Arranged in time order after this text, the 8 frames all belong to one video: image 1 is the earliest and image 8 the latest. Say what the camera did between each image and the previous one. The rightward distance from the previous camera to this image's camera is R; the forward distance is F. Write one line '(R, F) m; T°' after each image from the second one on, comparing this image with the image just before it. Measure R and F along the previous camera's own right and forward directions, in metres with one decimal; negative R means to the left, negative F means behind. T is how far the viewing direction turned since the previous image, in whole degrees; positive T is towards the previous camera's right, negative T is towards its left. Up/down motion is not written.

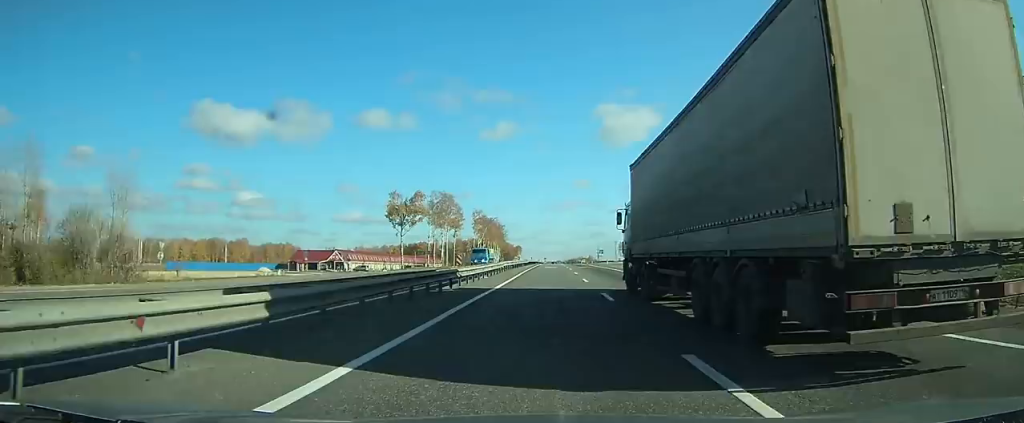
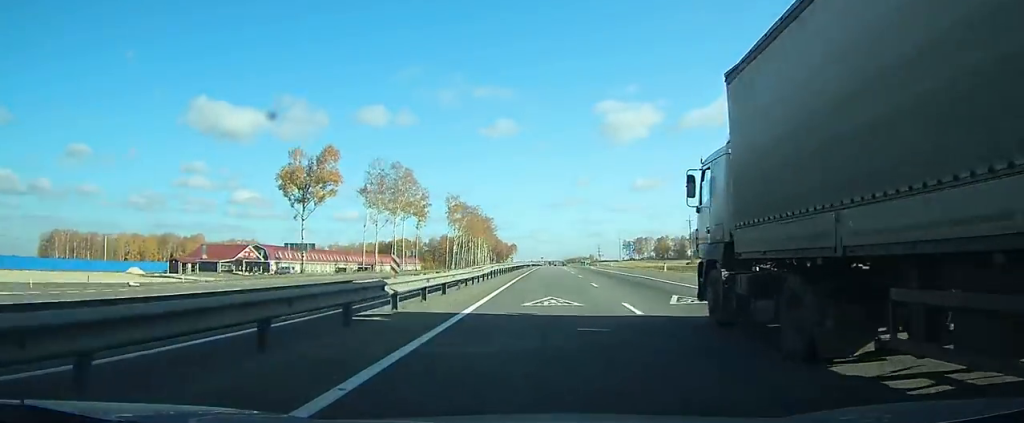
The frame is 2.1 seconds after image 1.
(+0.4, +49.9) m; +1°
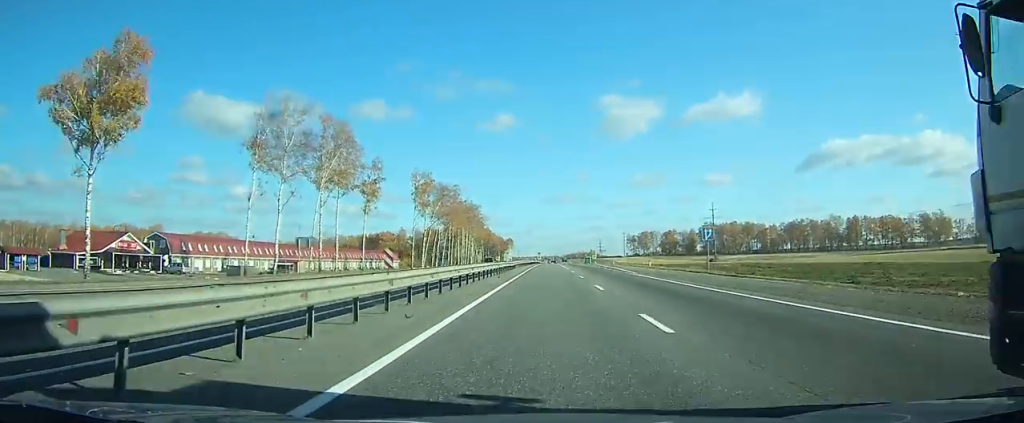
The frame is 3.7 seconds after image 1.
(+0.1, +37.9) m; 0°
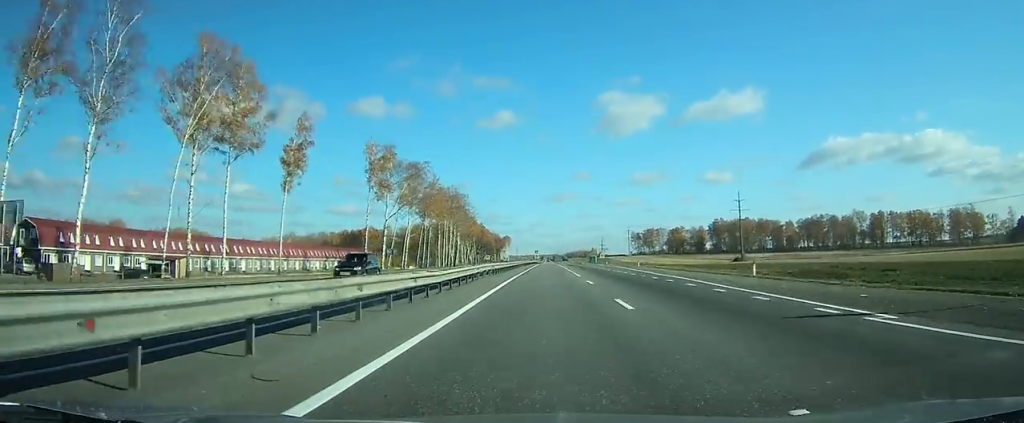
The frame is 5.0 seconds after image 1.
(0.0, +30.8) m; 0°
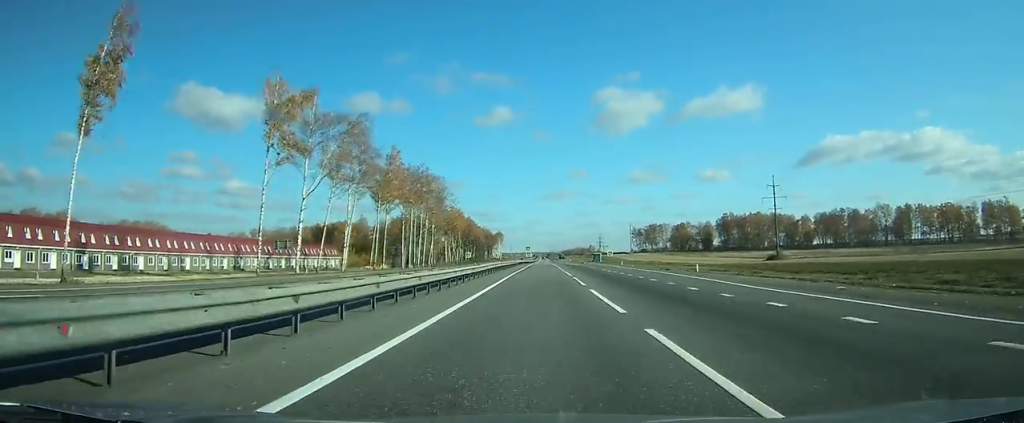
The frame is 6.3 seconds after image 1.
(0.0, +35.1) m; 0°
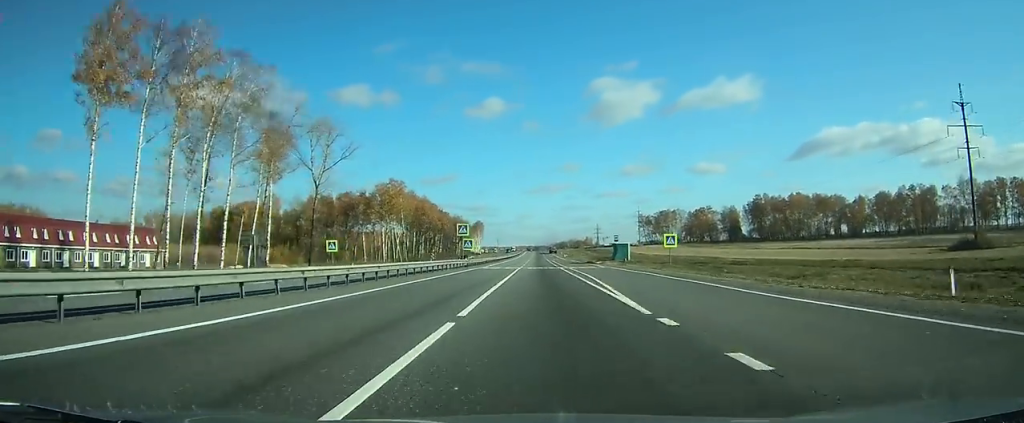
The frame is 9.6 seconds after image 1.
(+0.5, +85.7) m; 0°
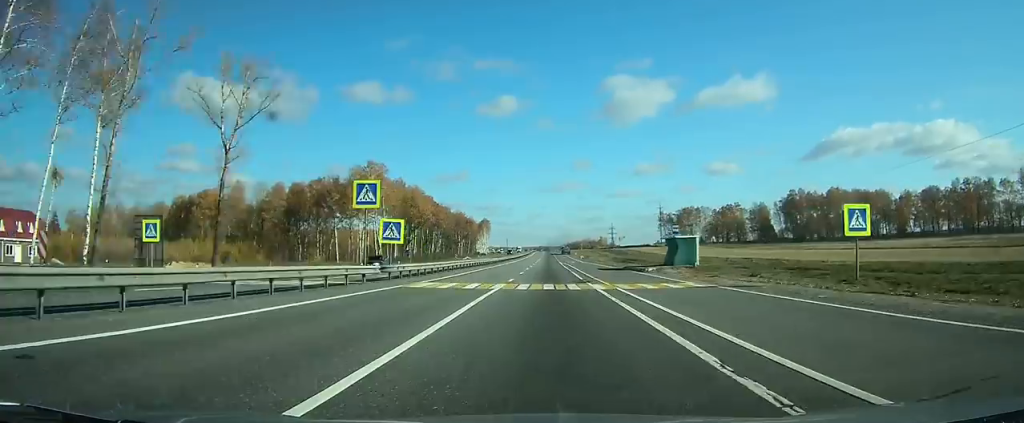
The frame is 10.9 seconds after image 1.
(-0.1, +32.4) m; -1°
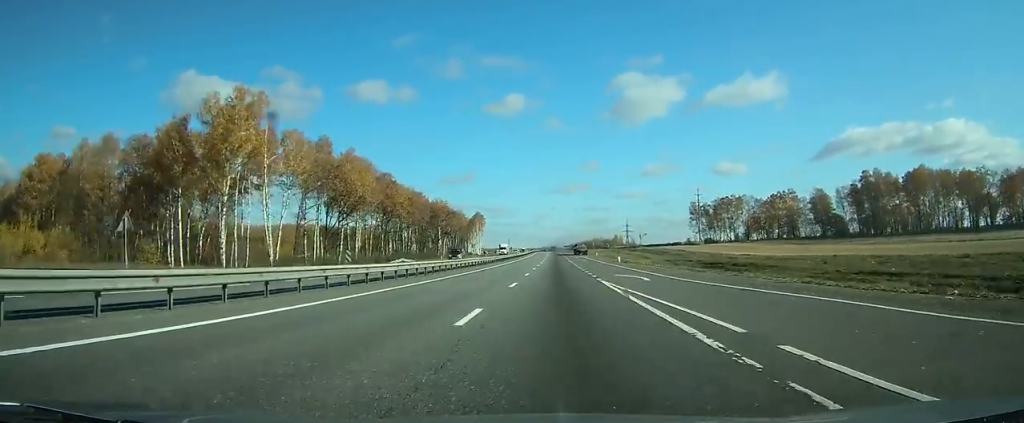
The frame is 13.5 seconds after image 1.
(-0.6, +64.5) m; 0°
